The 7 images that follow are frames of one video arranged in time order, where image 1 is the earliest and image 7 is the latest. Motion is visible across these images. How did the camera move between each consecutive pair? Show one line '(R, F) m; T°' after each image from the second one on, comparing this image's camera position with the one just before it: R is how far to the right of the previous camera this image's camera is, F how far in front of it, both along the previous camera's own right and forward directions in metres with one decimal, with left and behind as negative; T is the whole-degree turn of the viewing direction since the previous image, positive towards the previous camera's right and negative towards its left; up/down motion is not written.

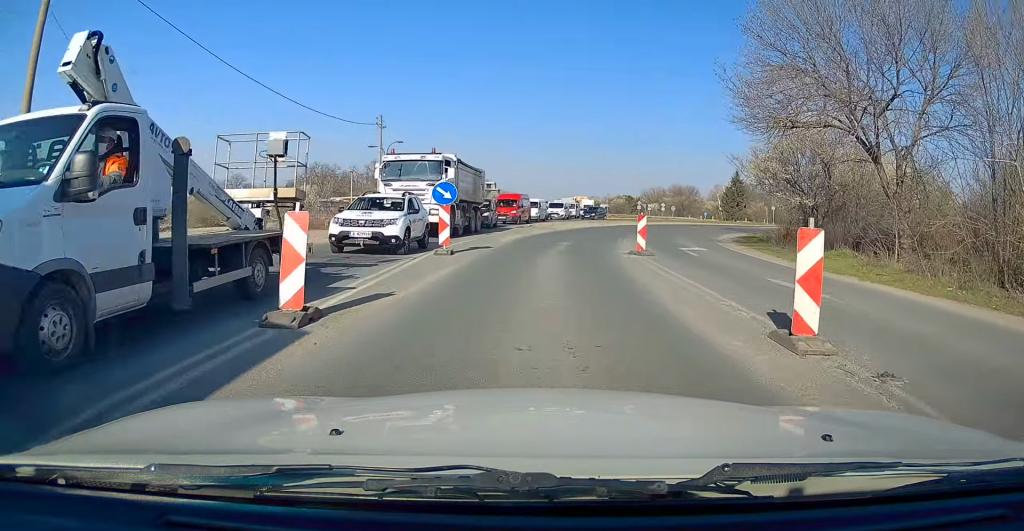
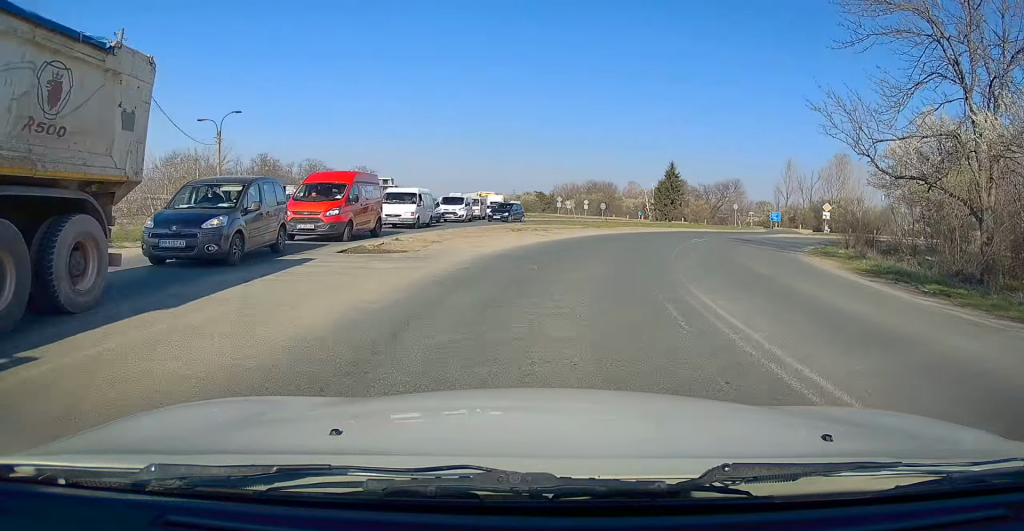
(+0.6, +22.7) m; +6°
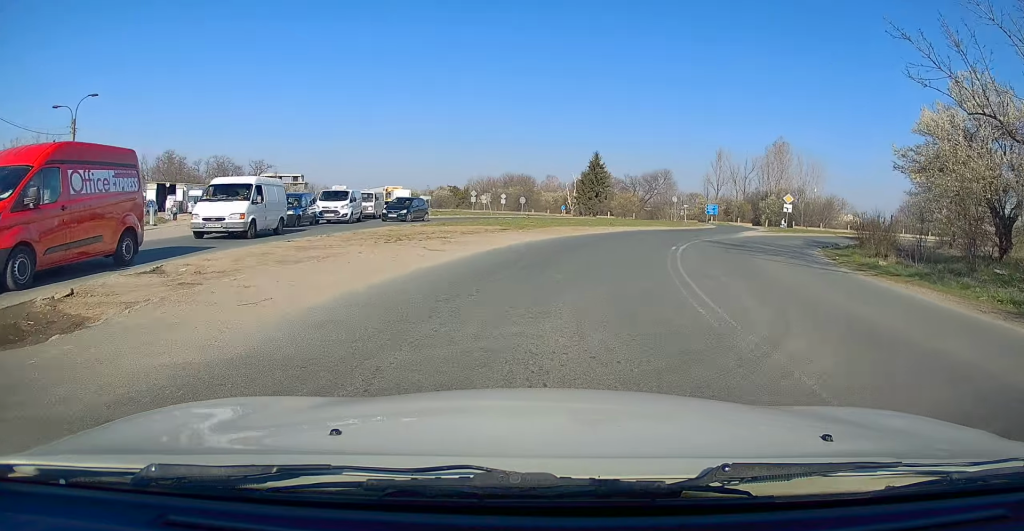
(+0.5, +9.7) m; +7°
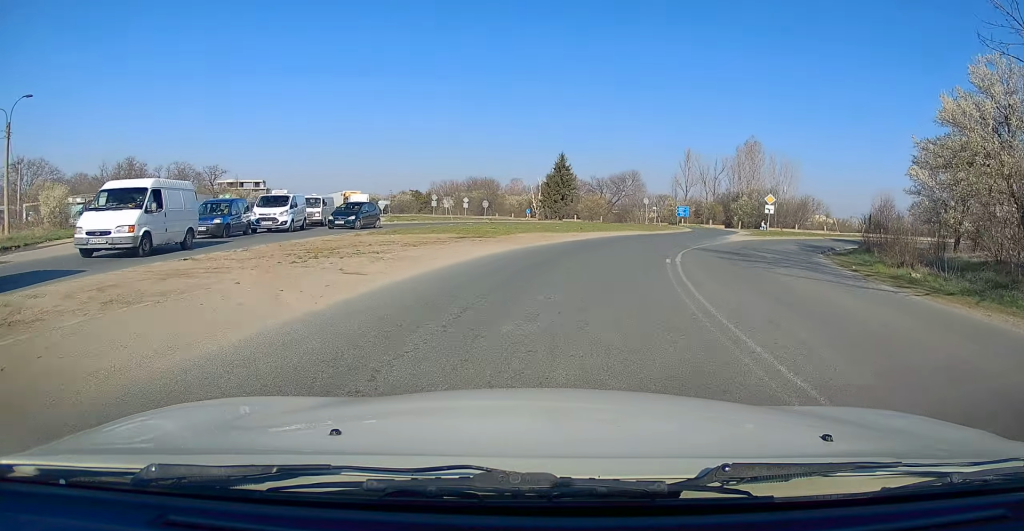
(+0.2, +3.7) m; +3°
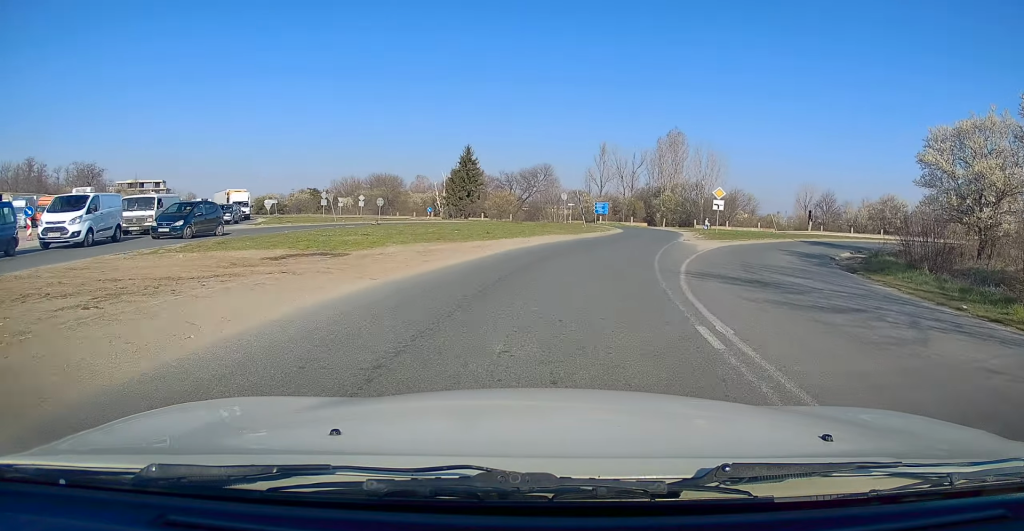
(+0.6, +9.2) m; +6°
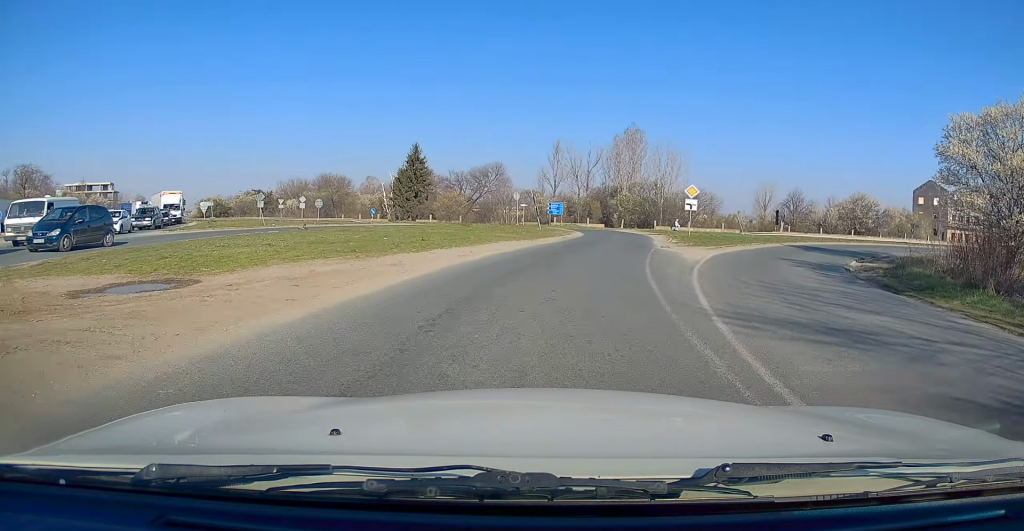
(+0.1, +4.8) m; +3°
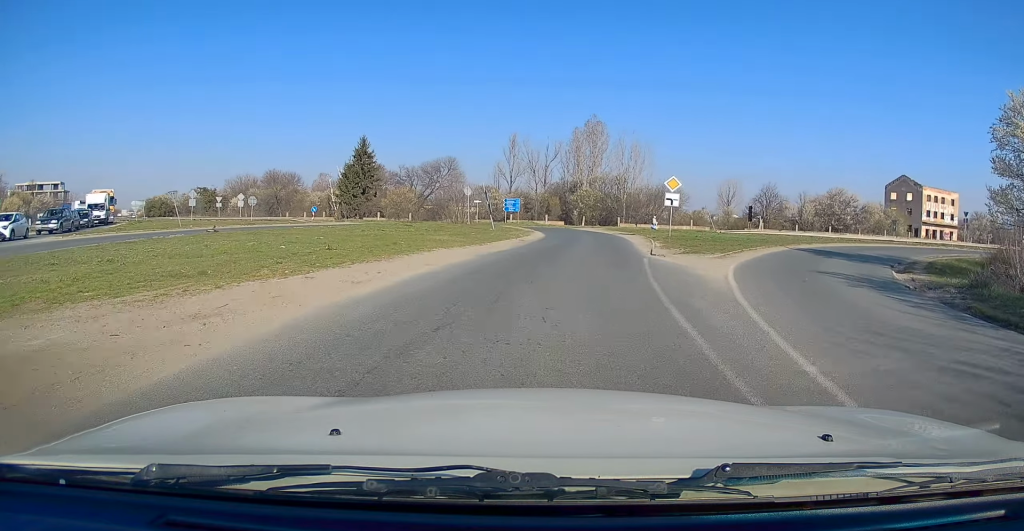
(+0.1, +5.7) m; +2°
